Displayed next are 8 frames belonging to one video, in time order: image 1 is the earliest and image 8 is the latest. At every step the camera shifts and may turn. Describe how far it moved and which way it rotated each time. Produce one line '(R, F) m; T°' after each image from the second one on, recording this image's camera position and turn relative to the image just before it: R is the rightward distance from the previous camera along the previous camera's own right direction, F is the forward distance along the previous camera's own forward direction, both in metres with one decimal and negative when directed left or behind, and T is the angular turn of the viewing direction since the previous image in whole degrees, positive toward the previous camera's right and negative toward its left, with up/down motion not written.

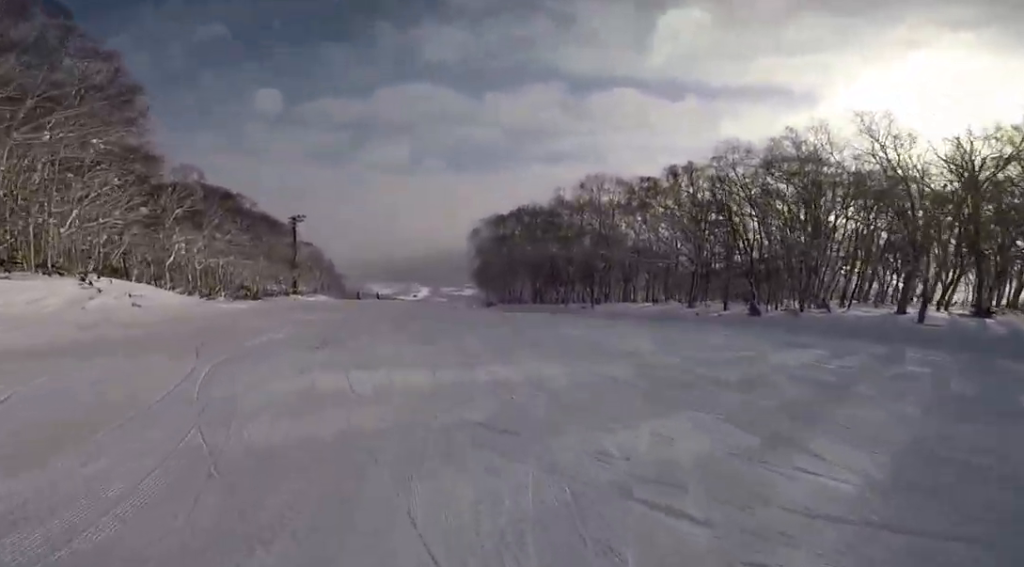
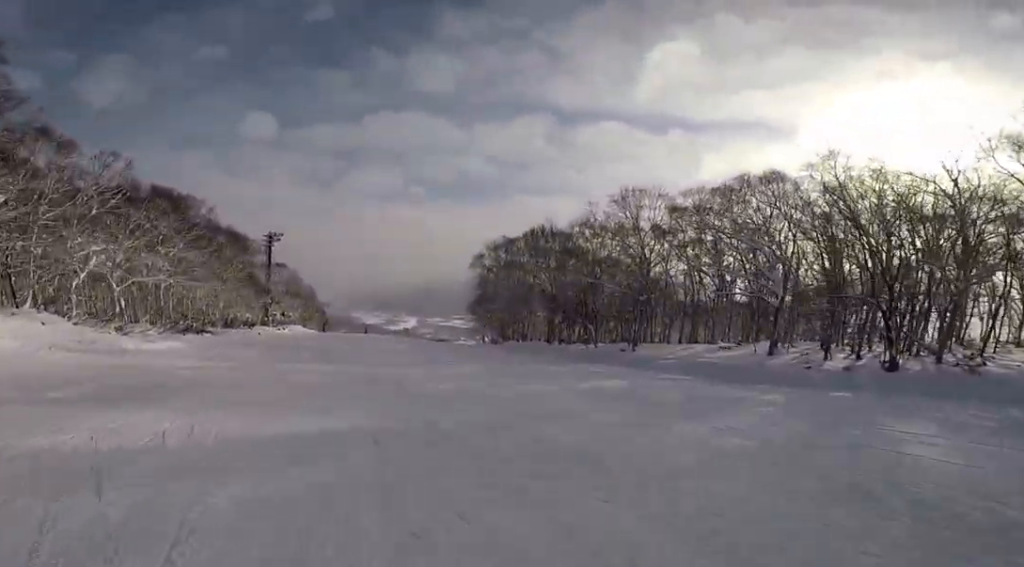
(0.0, +11.1) m; +1°
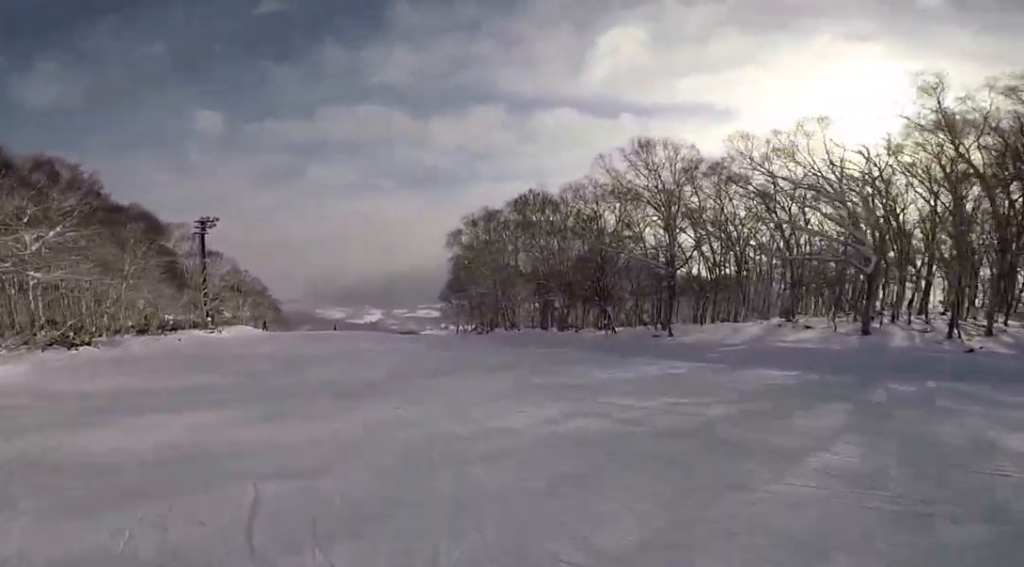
(+0.8, +10.7) m; +7°
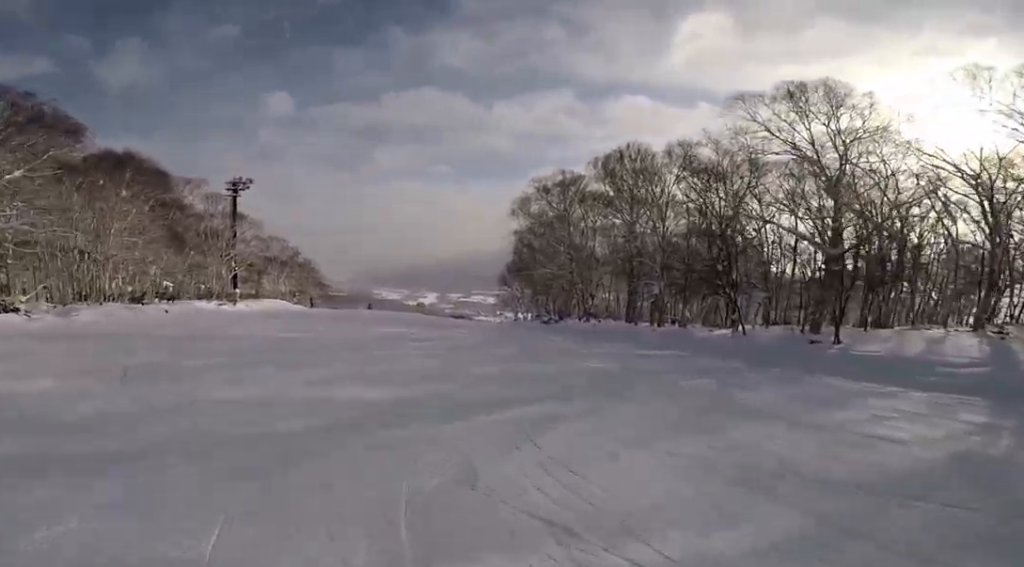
(+0.1, +8.4) m; -11°
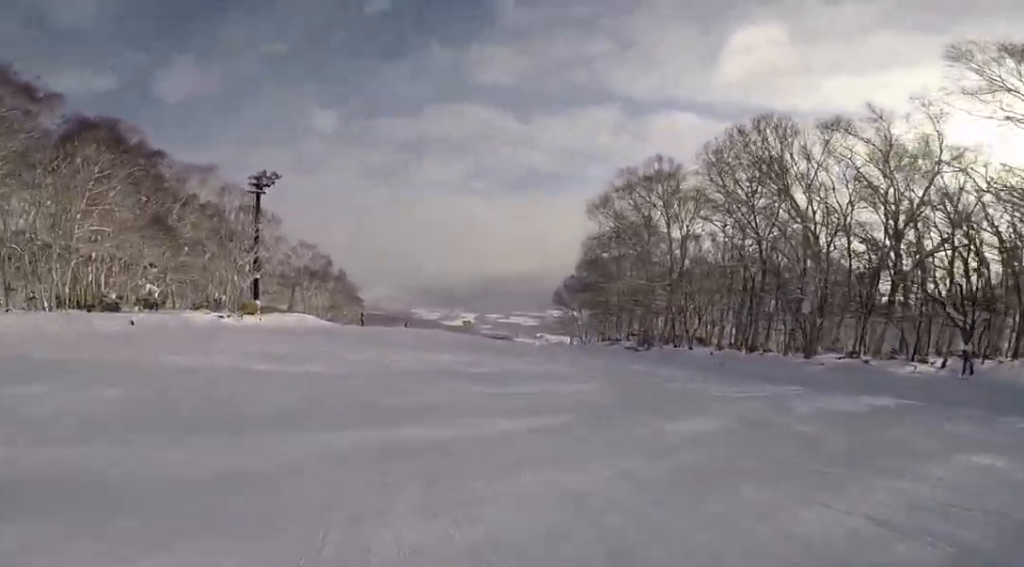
(-1.6, +8.4) m; -3°
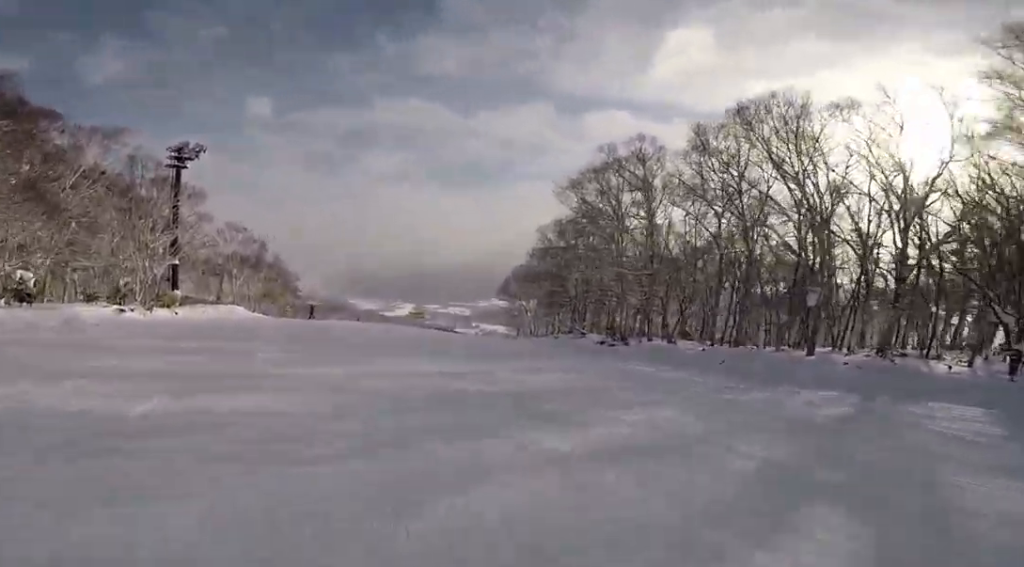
(+0.6, +5.0) m; +7°
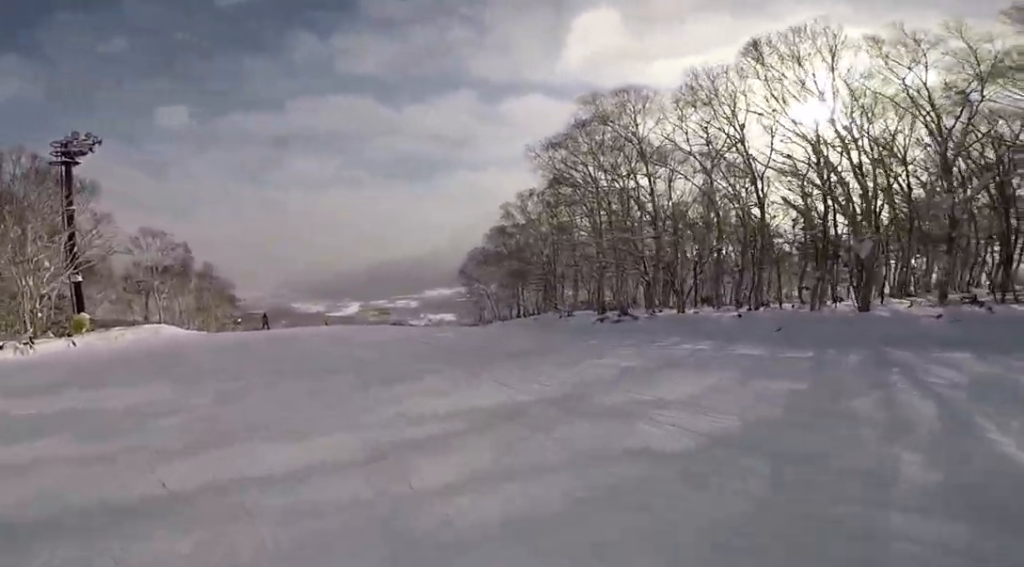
(0.0, +5.8) m; +9°
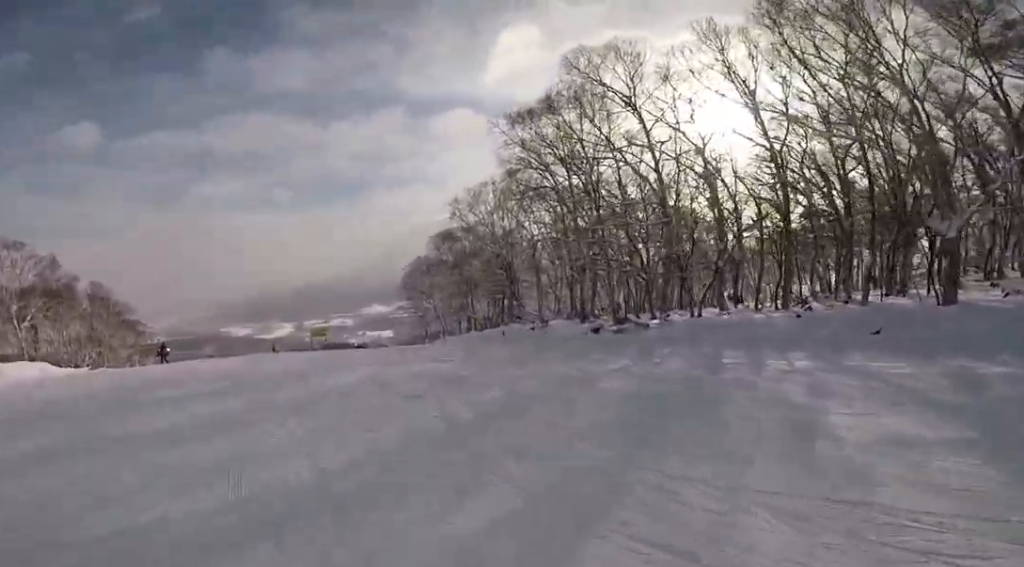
(+1.2, +6.8) m; +5°
